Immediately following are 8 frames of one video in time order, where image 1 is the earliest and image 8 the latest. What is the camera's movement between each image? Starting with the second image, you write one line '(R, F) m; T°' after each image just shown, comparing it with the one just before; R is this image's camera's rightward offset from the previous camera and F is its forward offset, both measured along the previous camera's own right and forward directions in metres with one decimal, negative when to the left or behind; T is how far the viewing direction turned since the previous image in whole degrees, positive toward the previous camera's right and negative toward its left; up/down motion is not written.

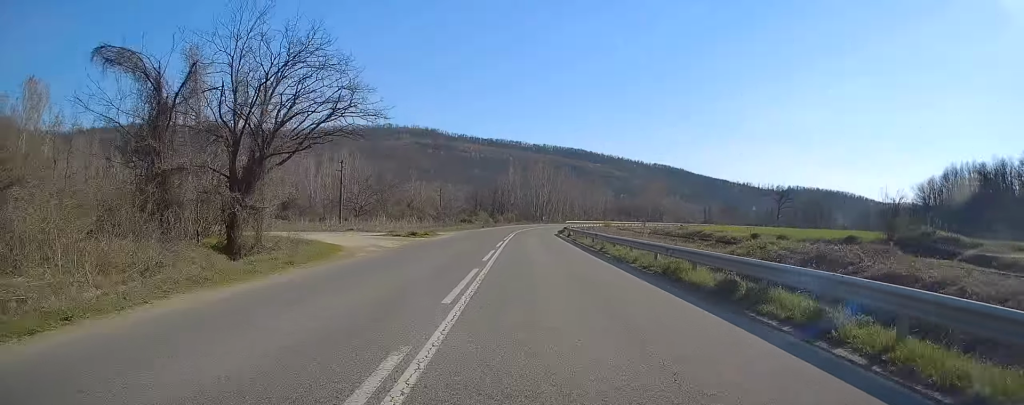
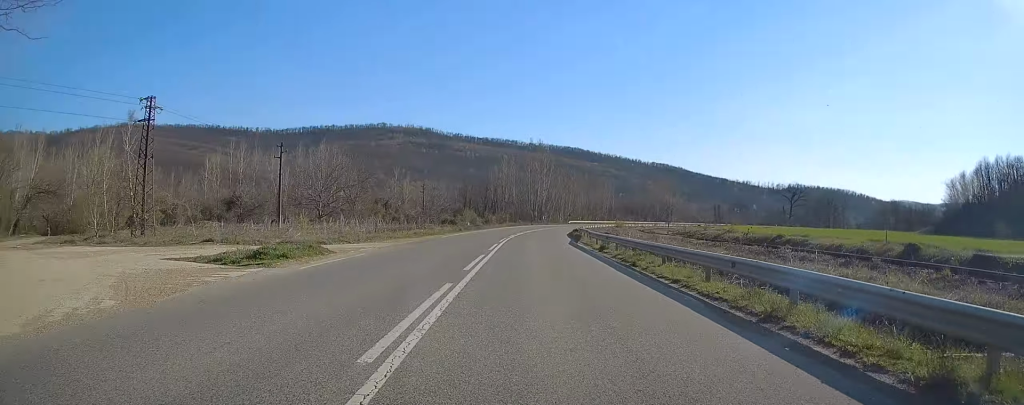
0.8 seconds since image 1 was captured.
(+0.1, +21.7) m; 0°
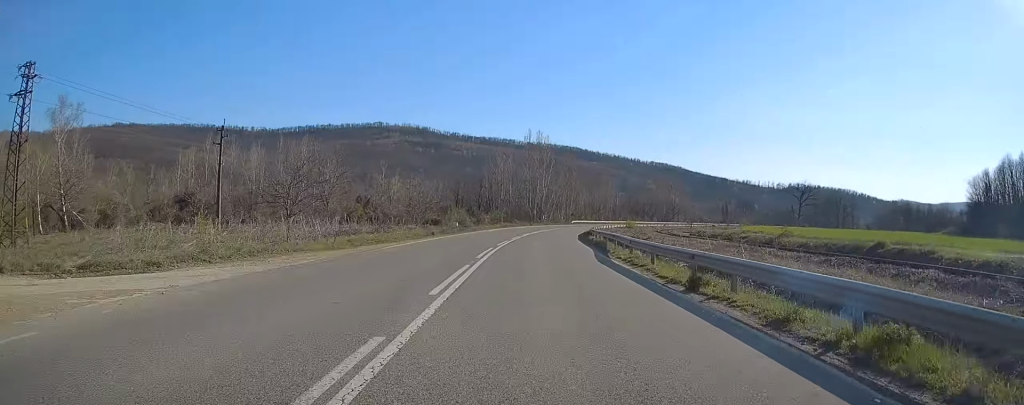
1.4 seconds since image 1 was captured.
(0.0, +13.9) m; 0°
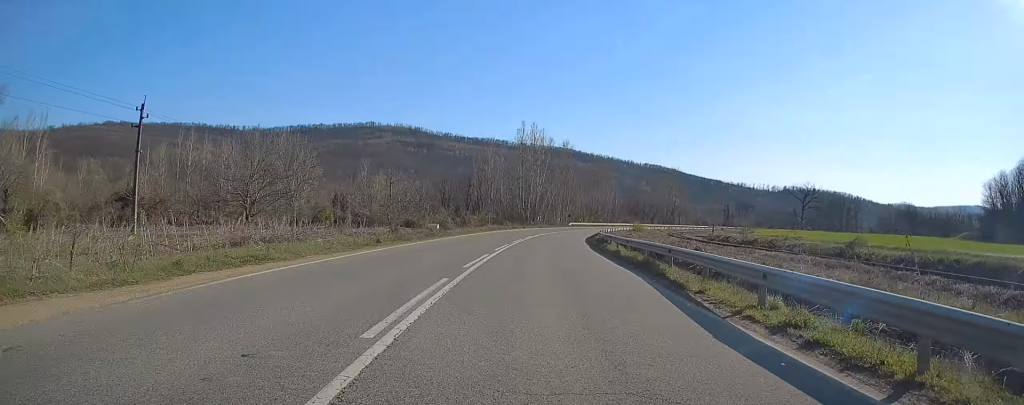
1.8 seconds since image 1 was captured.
(0.0, +12.1) m; 0°
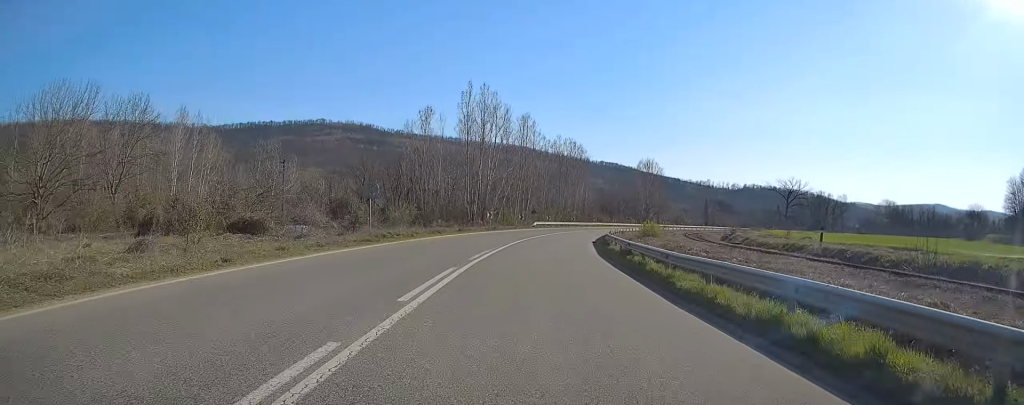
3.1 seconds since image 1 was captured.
(+0.1, +32.9) m; +2°
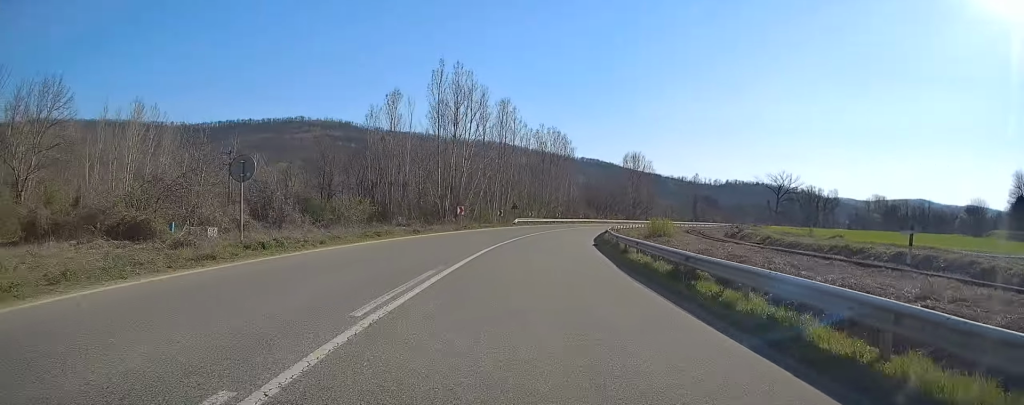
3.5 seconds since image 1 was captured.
(+0.3, +10.4) m; +1°
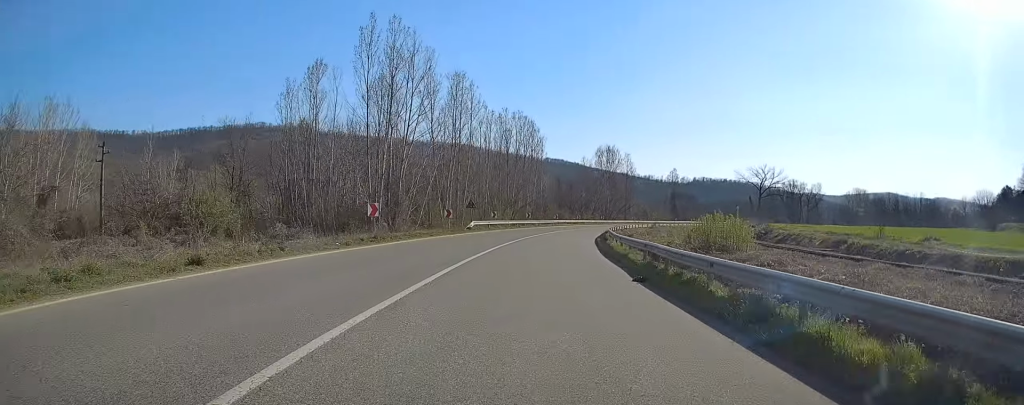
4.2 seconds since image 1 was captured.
(+0.3, +18.3) m; +3°
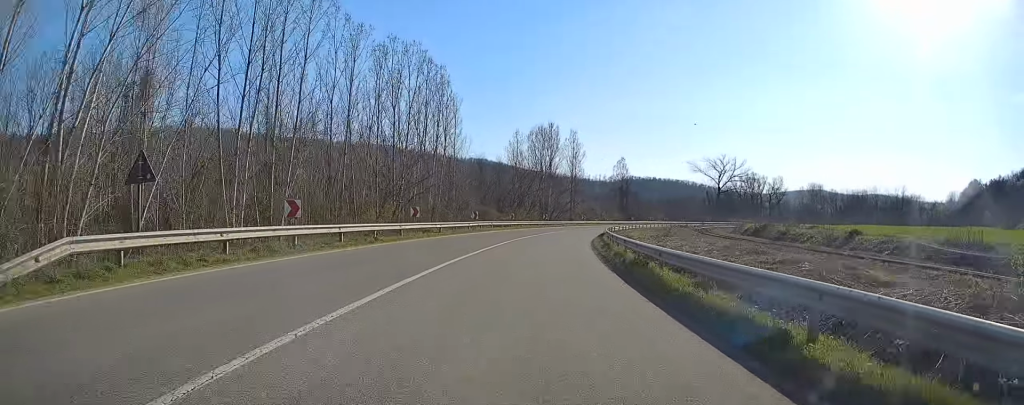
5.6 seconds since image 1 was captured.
(+2.1, +37.5) m; +6°
